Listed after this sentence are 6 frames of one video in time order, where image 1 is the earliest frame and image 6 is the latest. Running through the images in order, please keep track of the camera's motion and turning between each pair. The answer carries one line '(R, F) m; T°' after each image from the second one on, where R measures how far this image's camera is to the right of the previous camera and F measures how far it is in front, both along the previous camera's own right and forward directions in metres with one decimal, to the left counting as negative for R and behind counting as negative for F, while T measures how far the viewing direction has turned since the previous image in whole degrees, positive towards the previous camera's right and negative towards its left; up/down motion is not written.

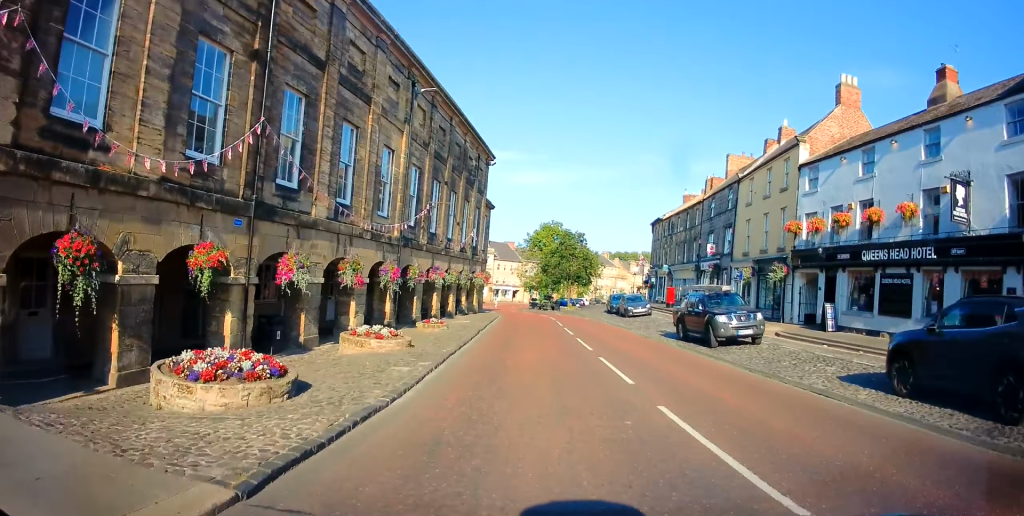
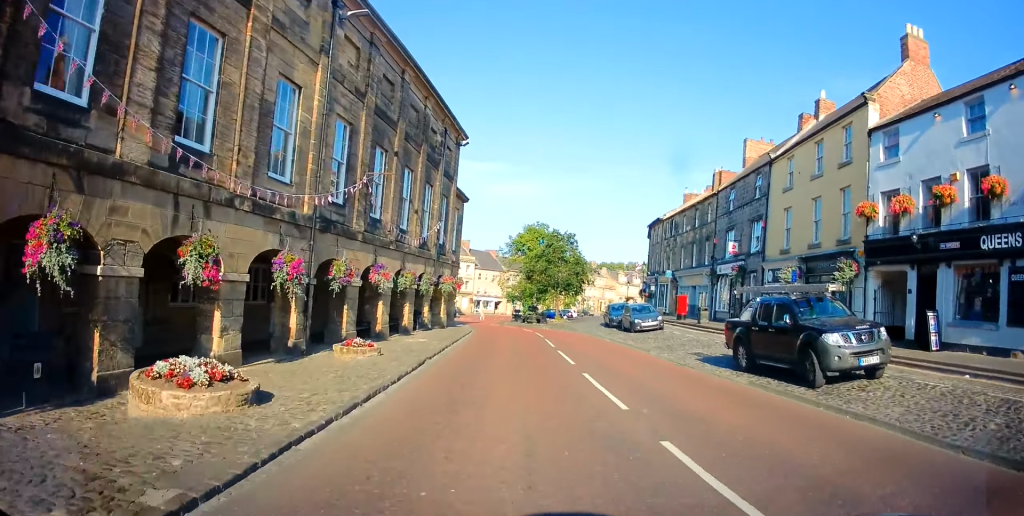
(+0.2, +7.6) m; +2°
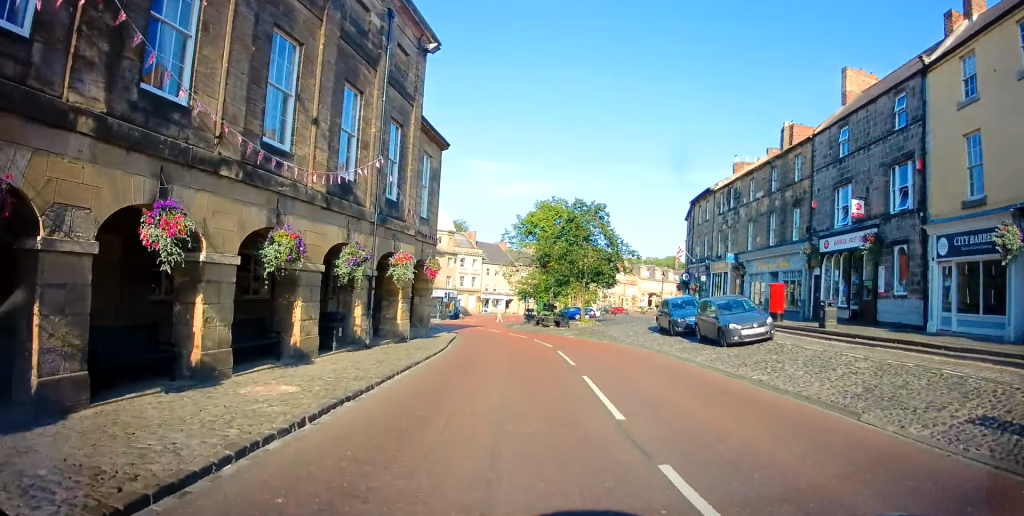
(+0.5, +12.6) m; +2°
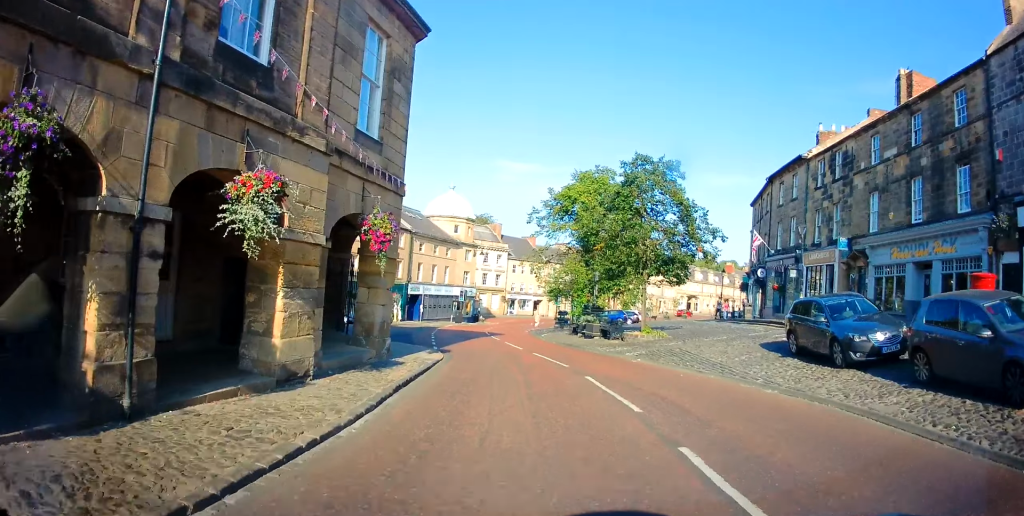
(-0.1, +11.2) m; -3°
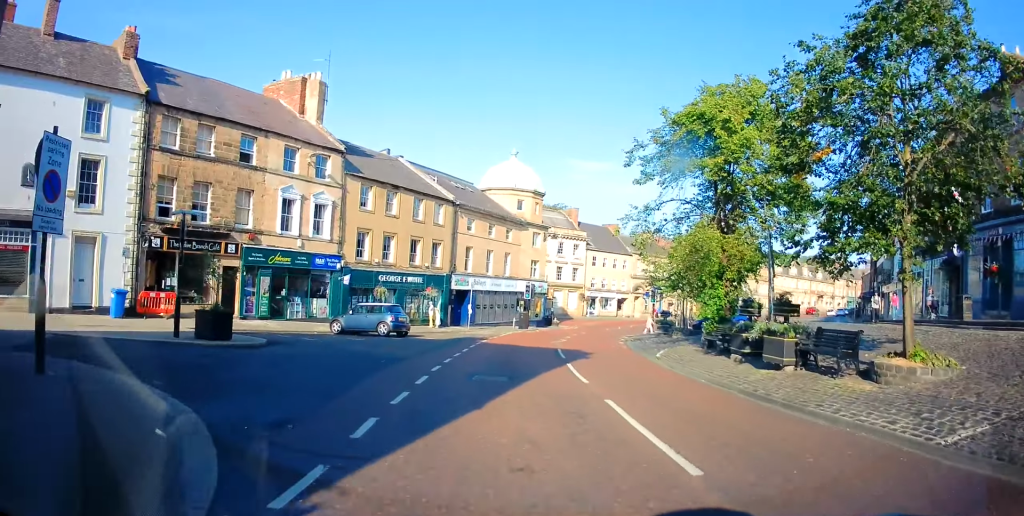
(-0.4, +14.9) m; -3°
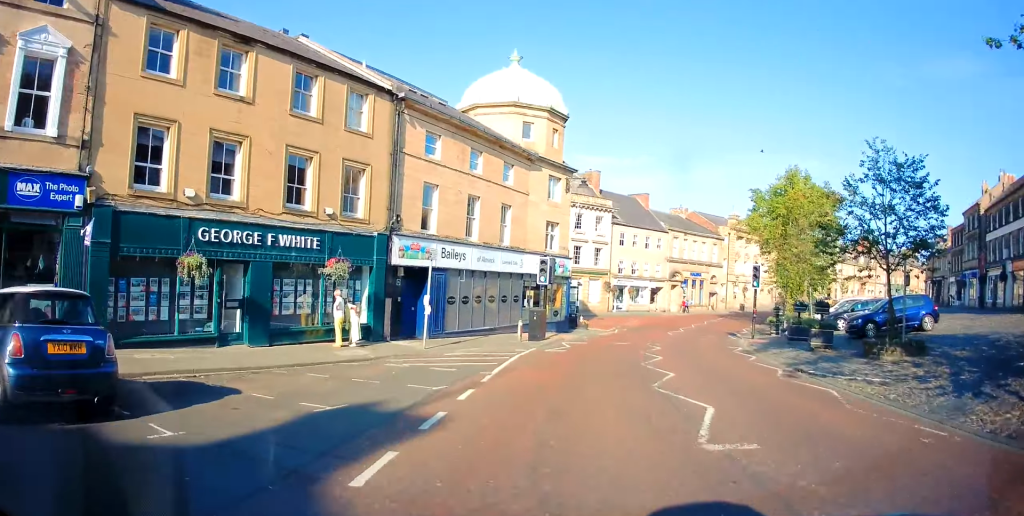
(-1.7, +19.2) m; -7°
